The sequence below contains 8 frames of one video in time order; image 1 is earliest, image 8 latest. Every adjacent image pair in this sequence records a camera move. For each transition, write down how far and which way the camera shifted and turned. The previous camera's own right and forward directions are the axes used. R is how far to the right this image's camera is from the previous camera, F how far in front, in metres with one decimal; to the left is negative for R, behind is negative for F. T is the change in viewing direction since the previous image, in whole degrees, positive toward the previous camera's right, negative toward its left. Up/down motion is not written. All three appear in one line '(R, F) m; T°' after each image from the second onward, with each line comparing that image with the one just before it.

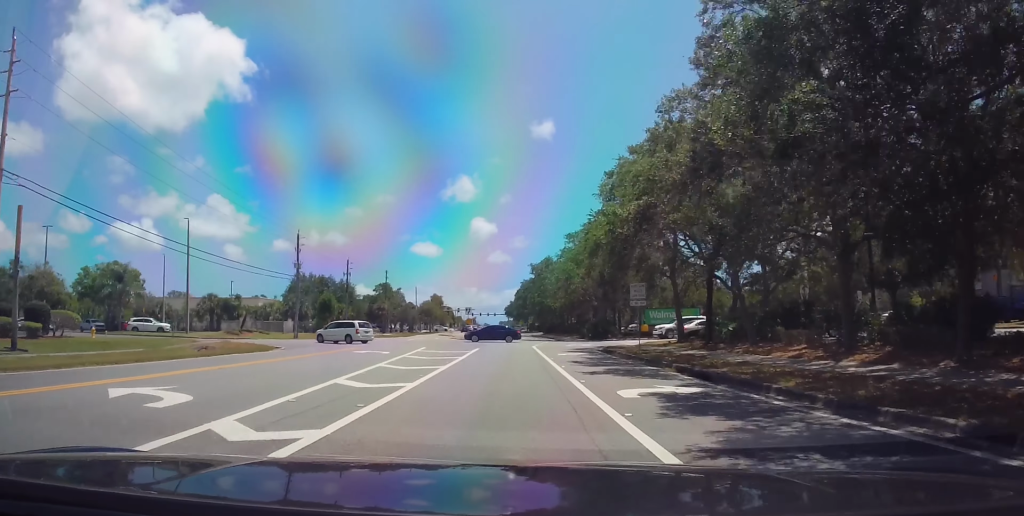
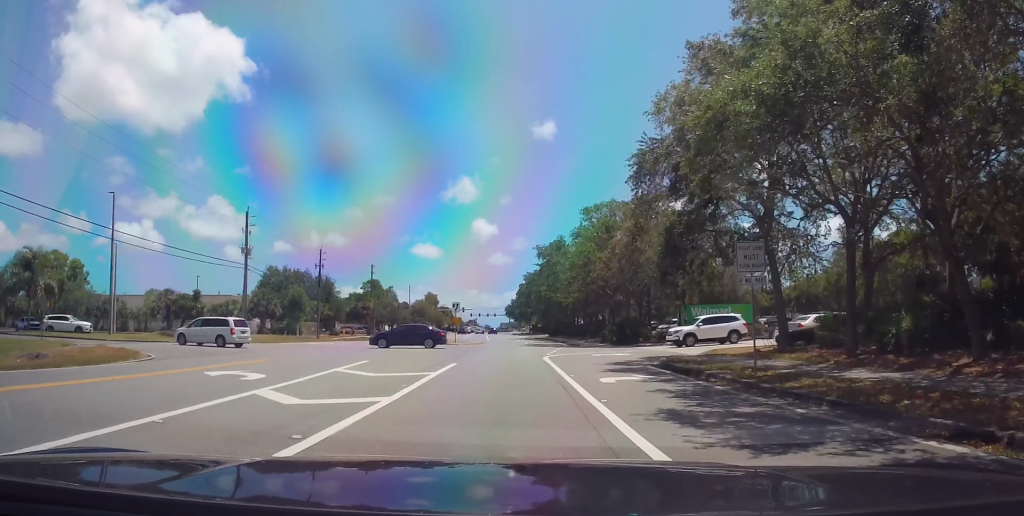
(+0.2, +14.7) m; 0°
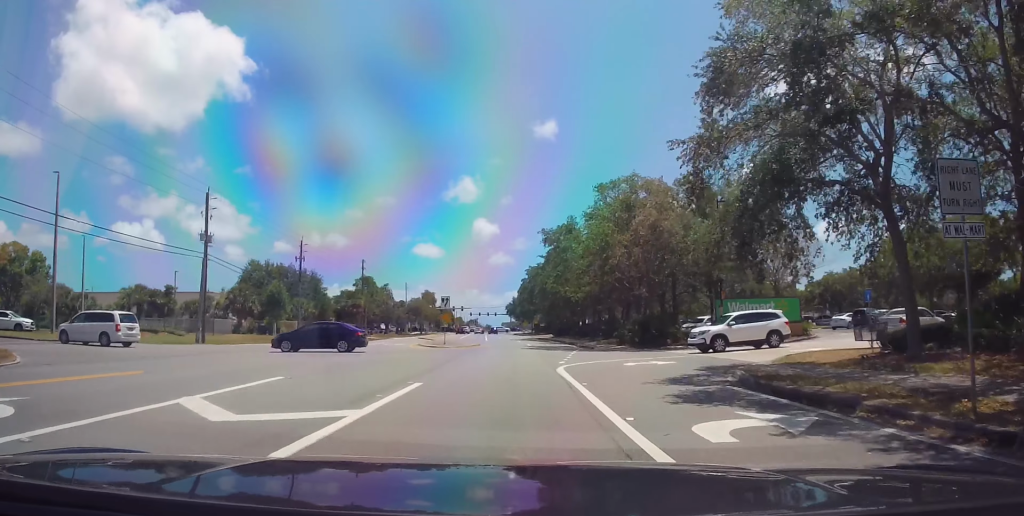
(+0.1, +8.0) m; 0°
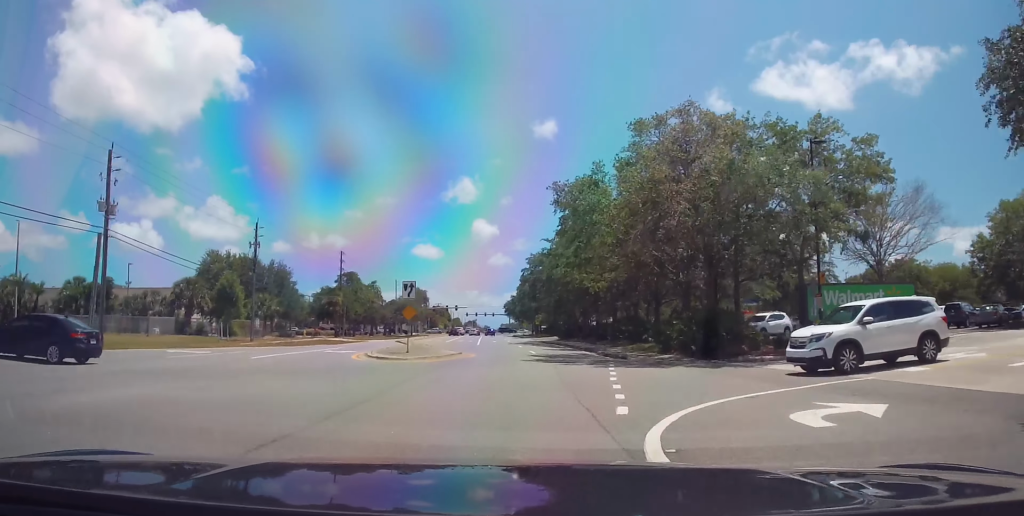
(-0.4, +13.0) m; 0°
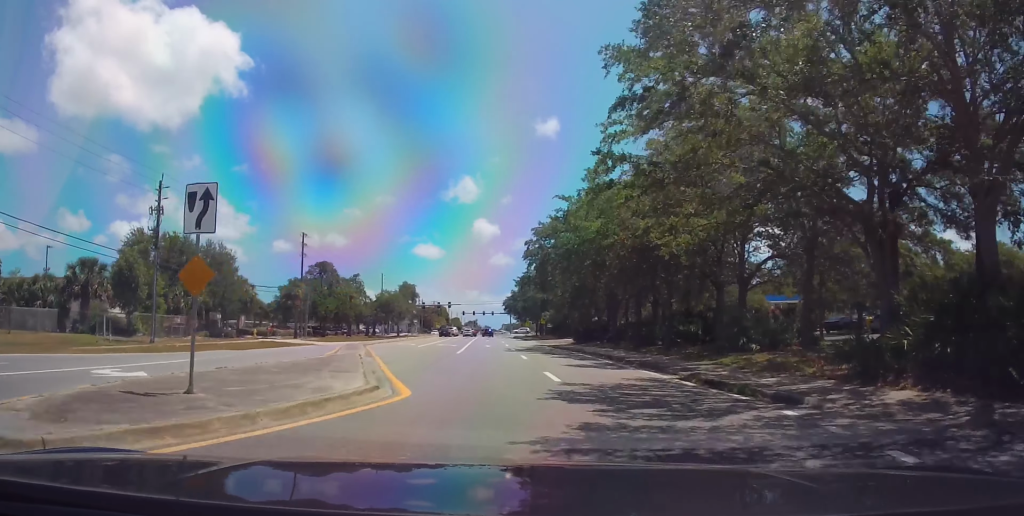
(+0.3, +18.8) m; -1°
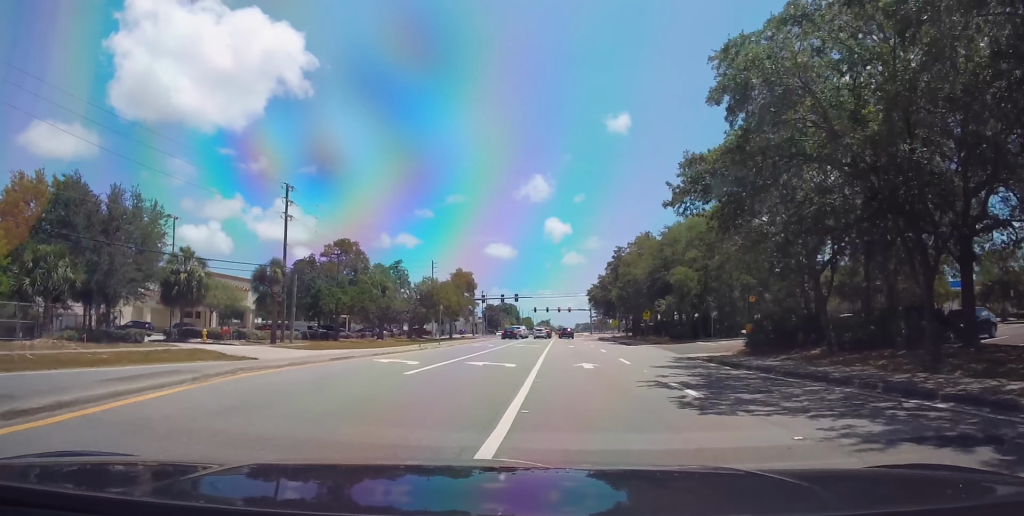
(-1.1, +28.8) m; -5°
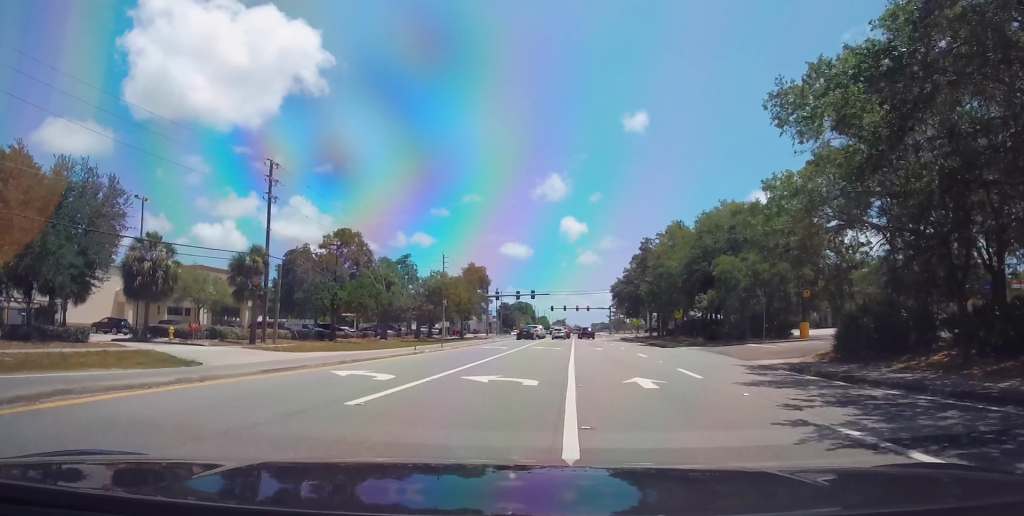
(-0.1, +7.4) m; -2°
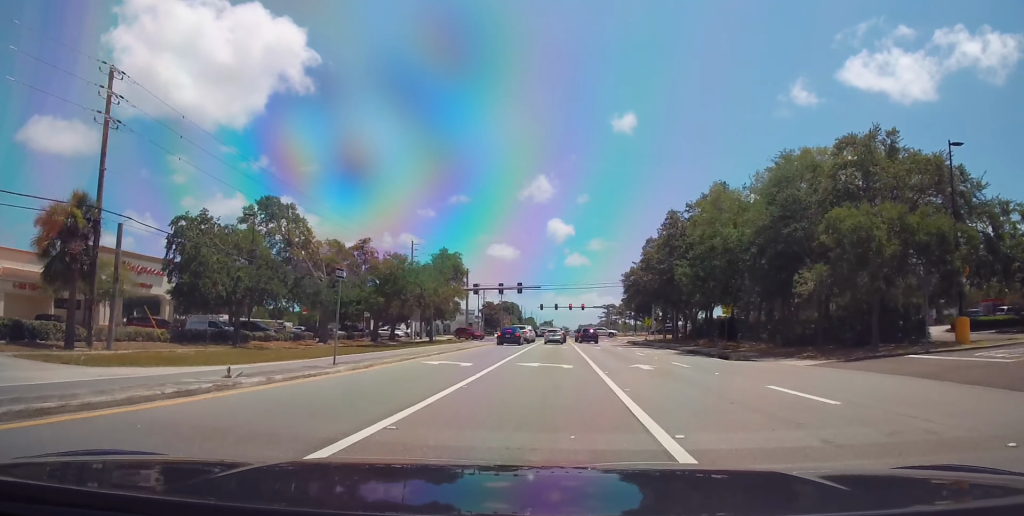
(-0.2, +18.6) m; +2°
